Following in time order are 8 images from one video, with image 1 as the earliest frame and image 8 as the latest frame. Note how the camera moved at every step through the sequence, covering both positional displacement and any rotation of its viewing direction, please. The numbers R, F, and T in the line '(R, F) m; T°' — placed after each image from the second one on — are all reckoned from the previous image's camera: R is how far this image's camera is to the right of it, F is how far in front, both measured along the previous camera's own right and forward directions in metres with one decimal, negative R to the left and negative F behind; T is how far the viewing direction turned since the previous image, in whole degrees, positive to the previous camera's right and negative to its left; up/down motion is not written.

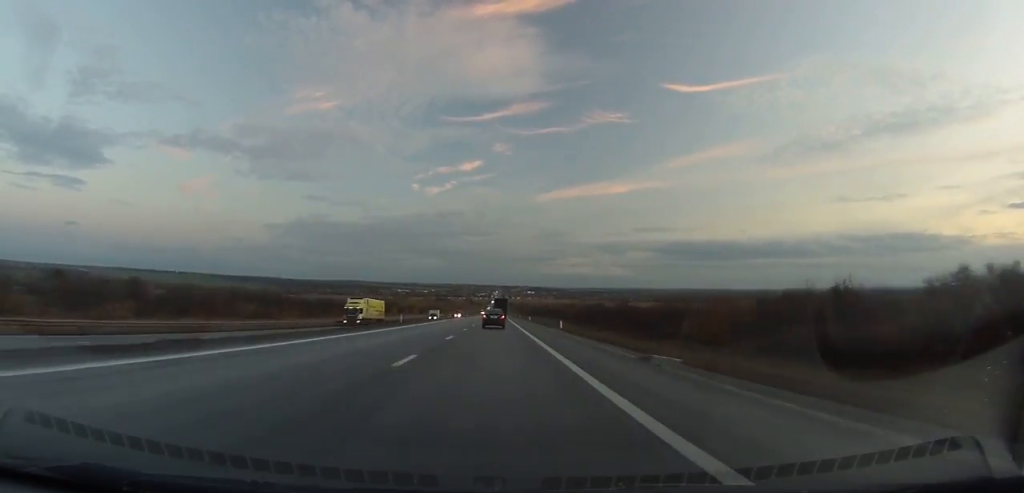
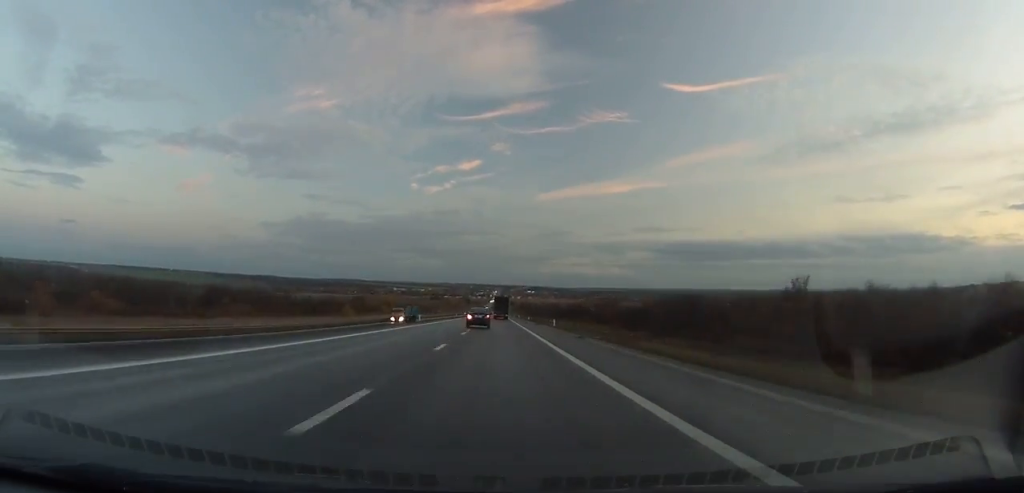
(0.0, +94.5) m; 0°
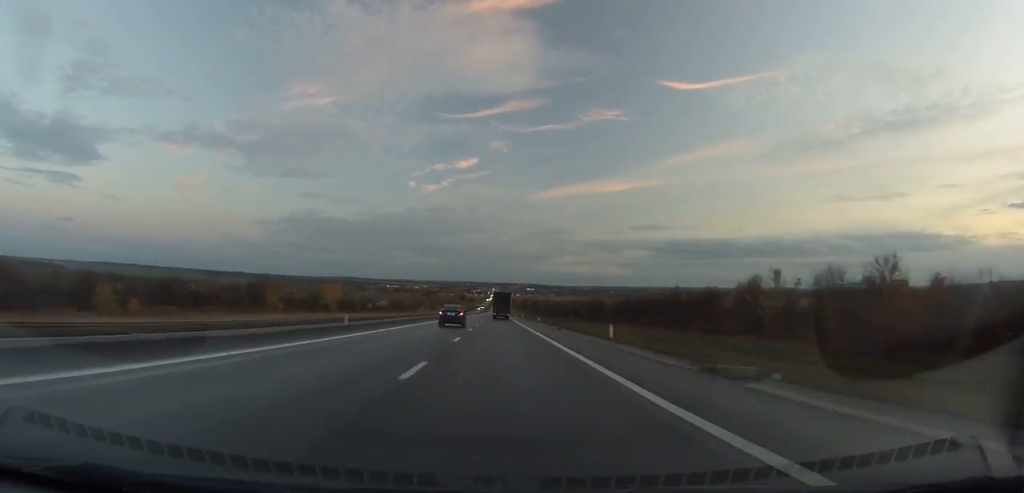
(+0.3, +138.3) m; 0°
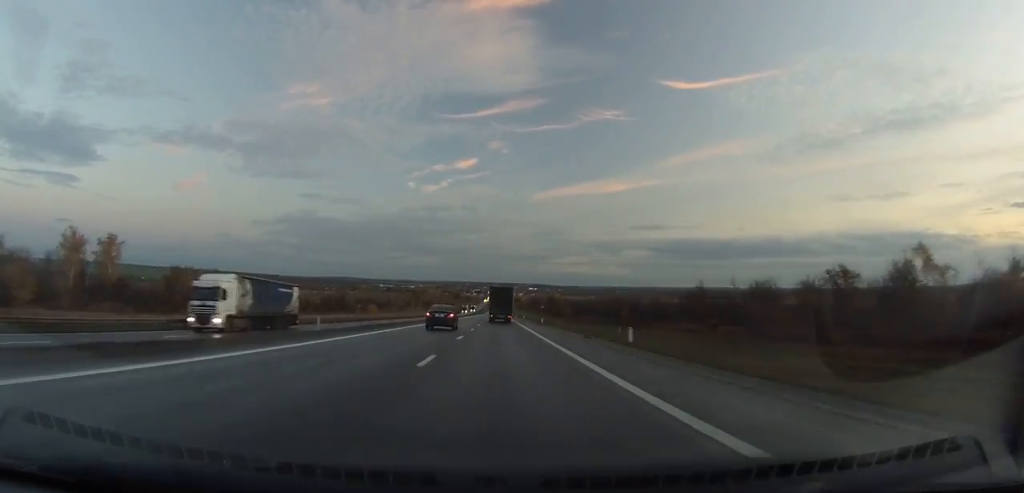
(+0.4, +156.9) m; 0°
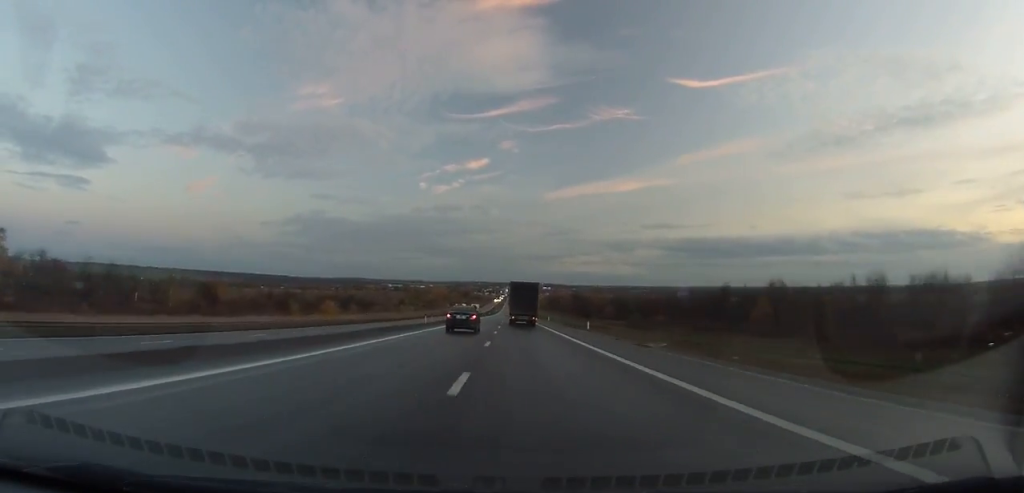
(-0.3, +73.7) m; 0°
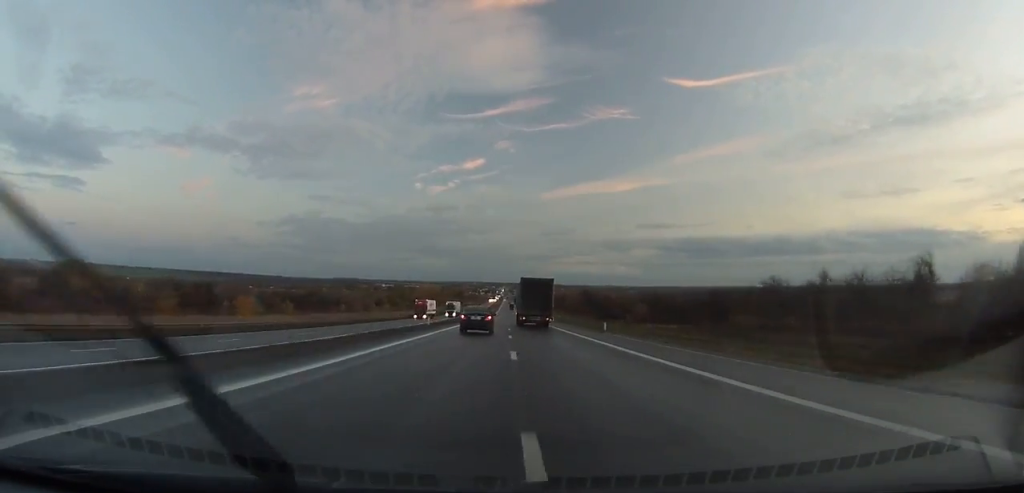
(-0.2, +50.9) m; 0°
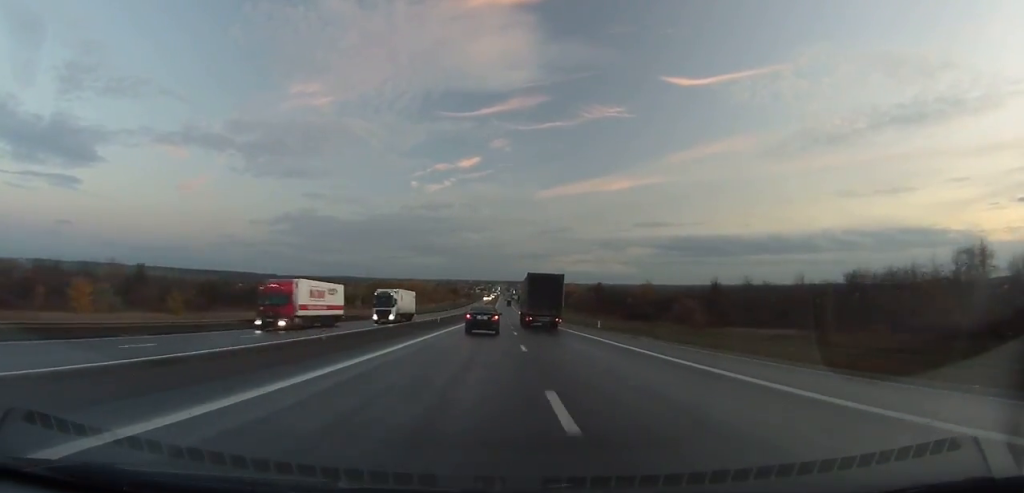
(-0.1, +42.4) m; 0°
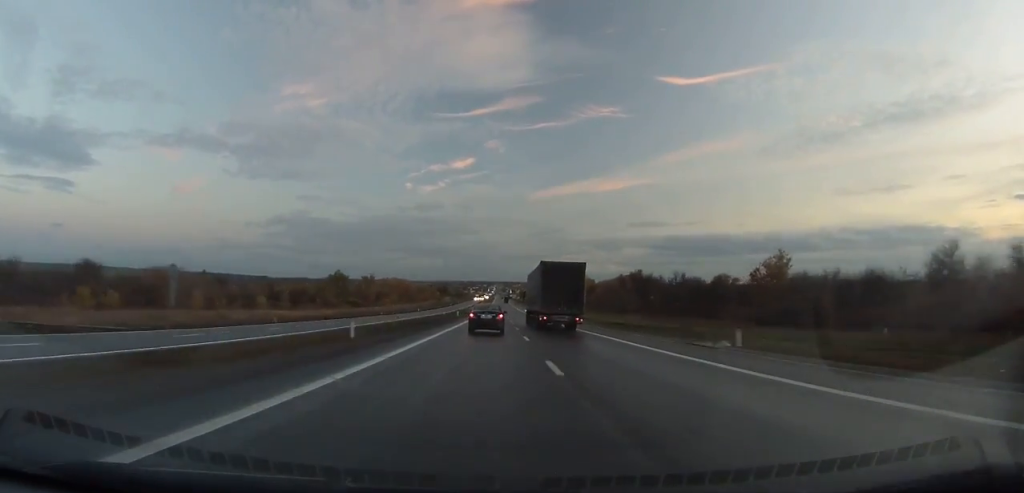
(+0.3, +74.2) m; 0°
